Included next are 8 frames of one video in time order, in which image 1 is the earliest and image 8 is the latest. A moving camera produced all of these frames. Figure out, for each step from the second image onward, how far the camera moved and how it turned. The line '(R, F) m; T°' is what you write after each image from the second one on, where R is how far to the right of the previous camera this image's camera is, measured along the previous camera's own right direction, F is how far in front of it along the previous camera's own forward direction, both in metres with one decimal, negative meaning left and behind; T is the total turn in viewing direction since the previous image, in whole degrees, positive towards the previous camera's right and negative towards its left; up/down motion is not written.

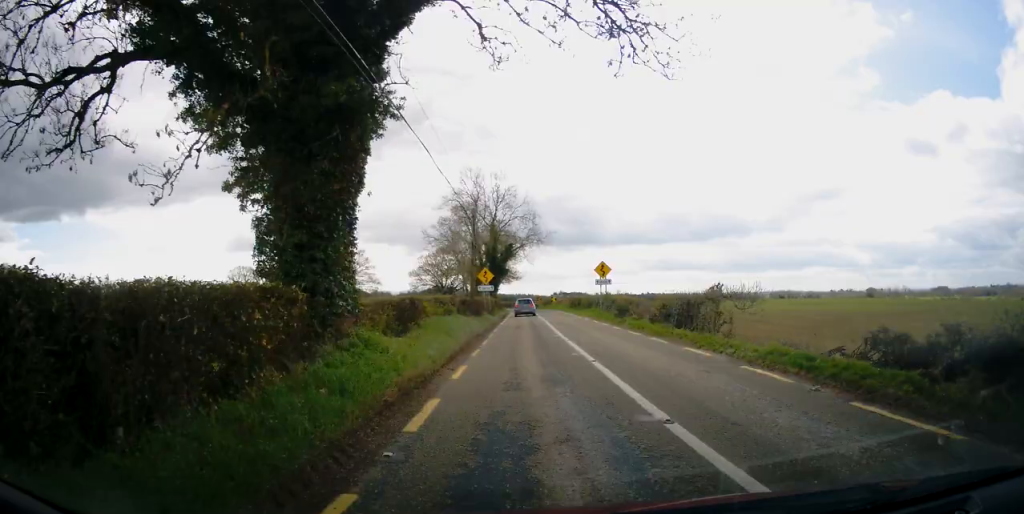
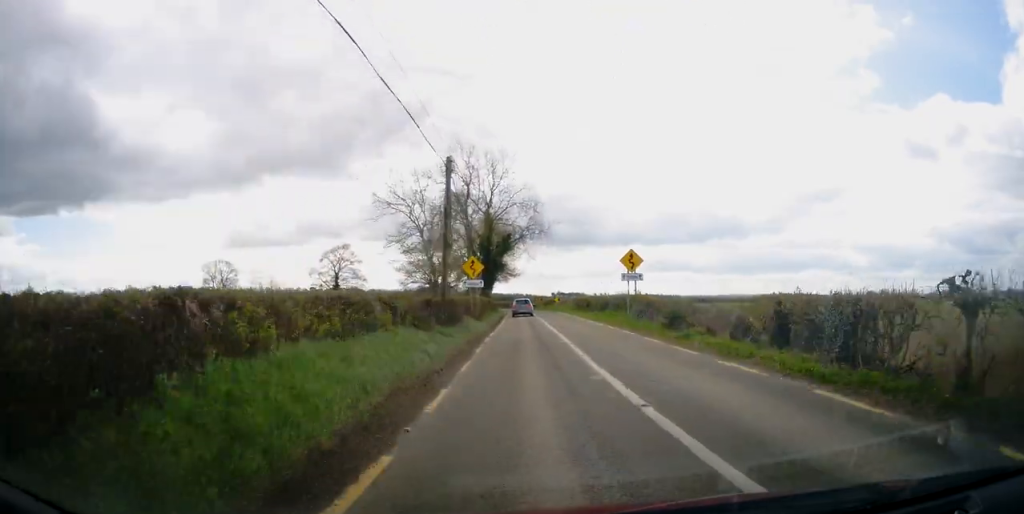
(0.0, +10.8) m; 0°
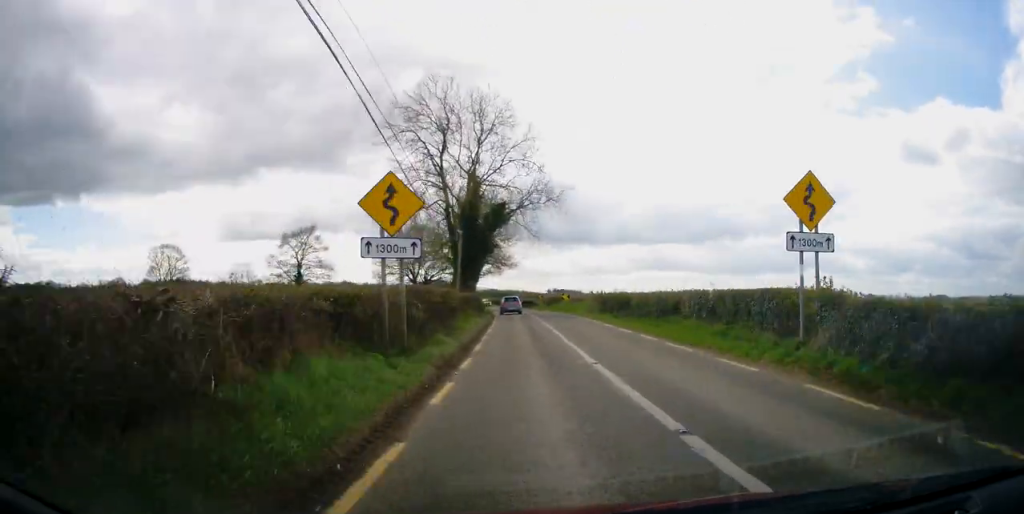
(0.0, +19.4) m; +1°
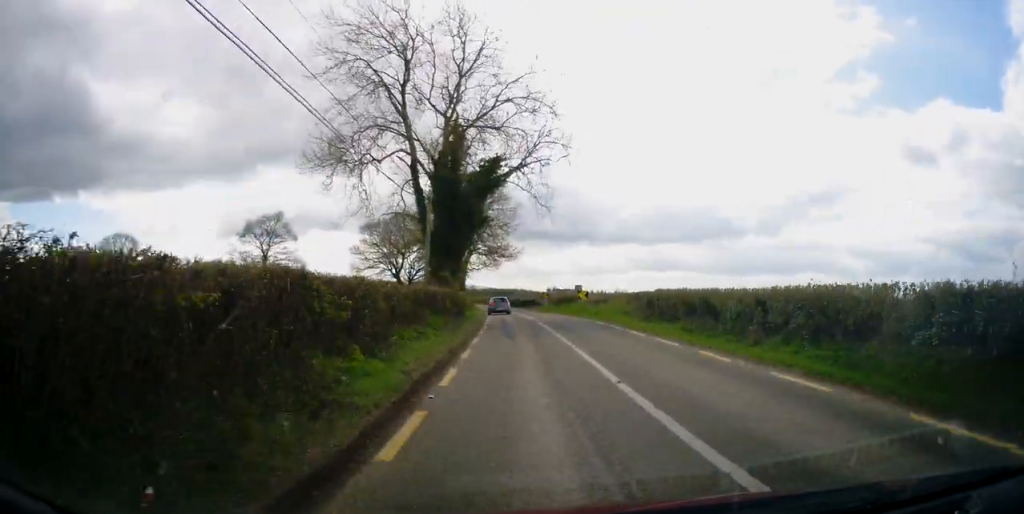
(+0.1, +14.6) m; +1°
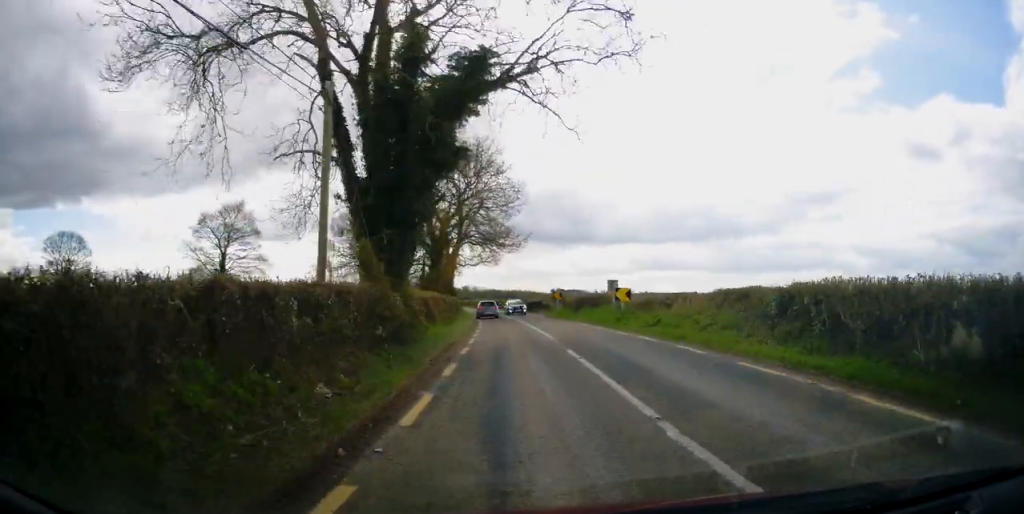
(+0.2, +14.3) m; 0°
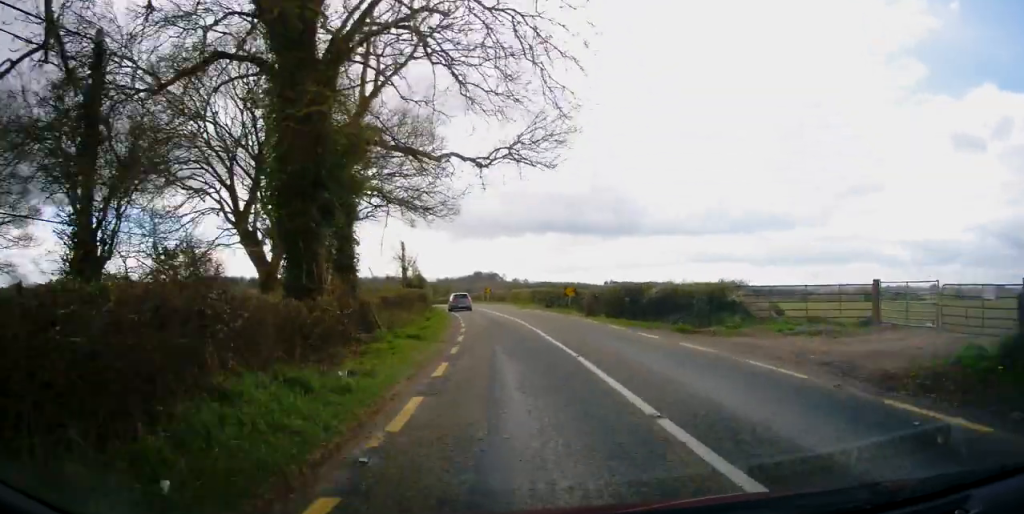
(-1.2, +47.6) m; -4°
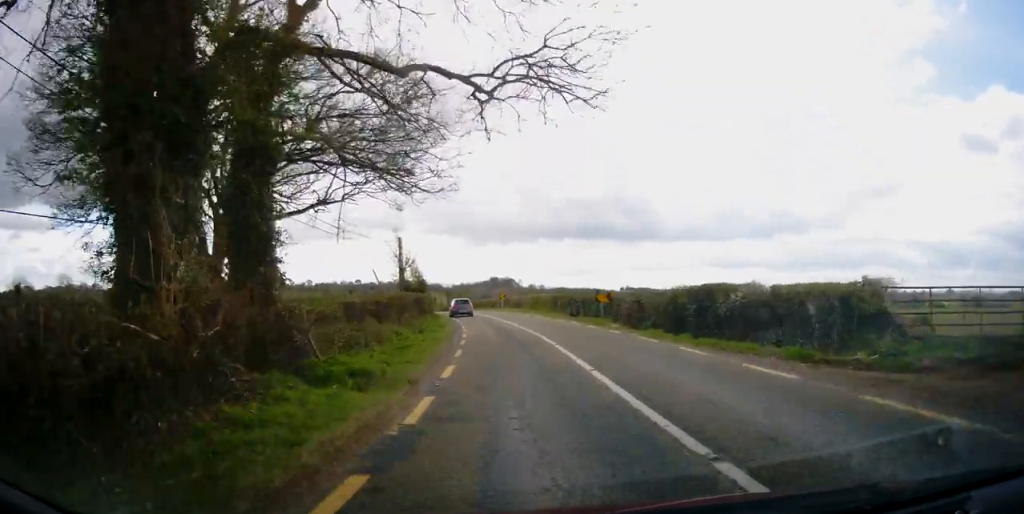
(+0.1, +7.3) m; -1°
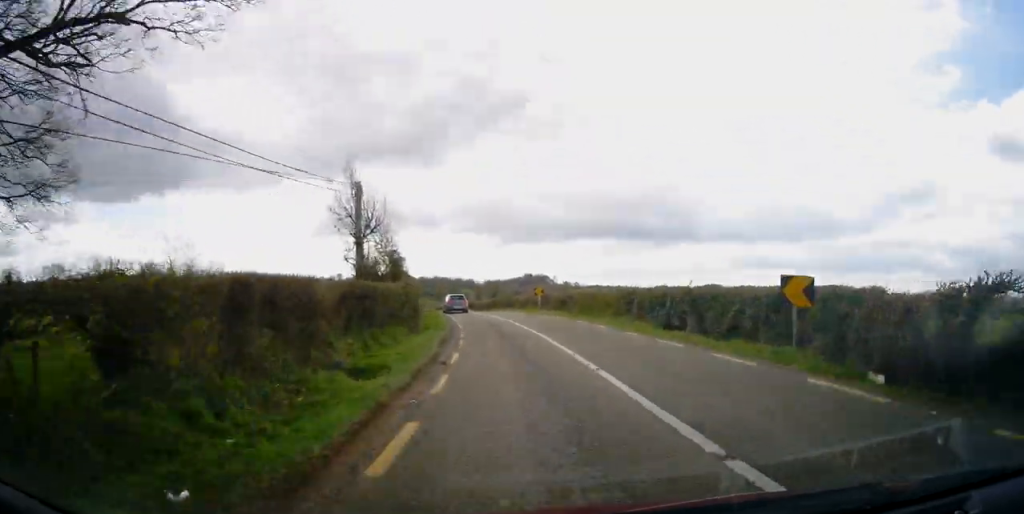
(-0.6, +17.6) m; -4°
